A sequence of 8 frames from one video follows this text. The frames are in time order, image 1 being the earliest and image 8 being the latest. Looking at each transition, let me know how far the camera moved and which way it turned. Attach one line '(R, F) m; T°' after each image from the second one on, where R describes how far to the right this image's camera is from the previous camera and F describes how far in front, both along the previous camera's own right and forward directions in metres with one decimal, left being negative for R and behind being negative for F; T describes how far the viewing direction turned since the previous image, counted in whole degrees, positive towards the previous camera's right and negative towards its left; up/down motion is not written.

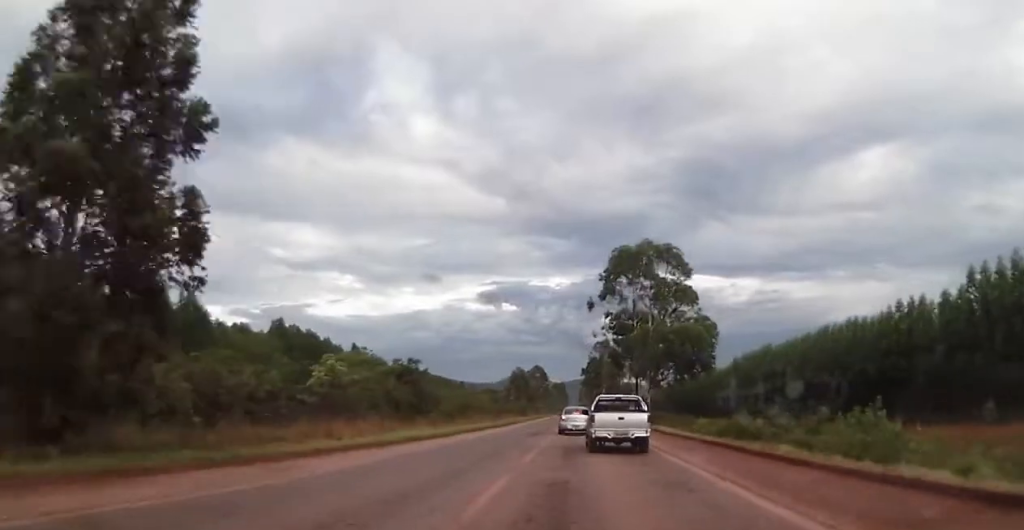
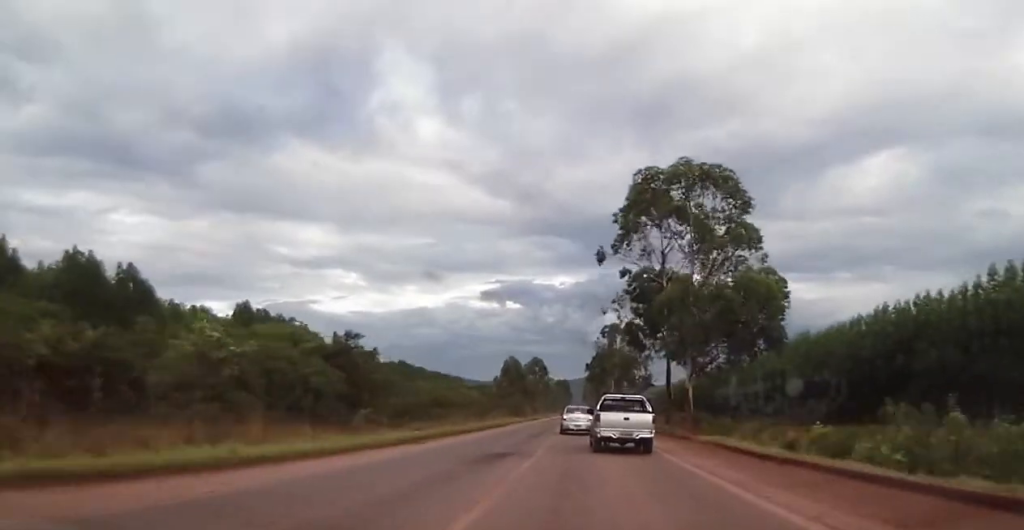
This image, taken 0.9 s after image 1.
(-0.6, +20.0) m; -1°
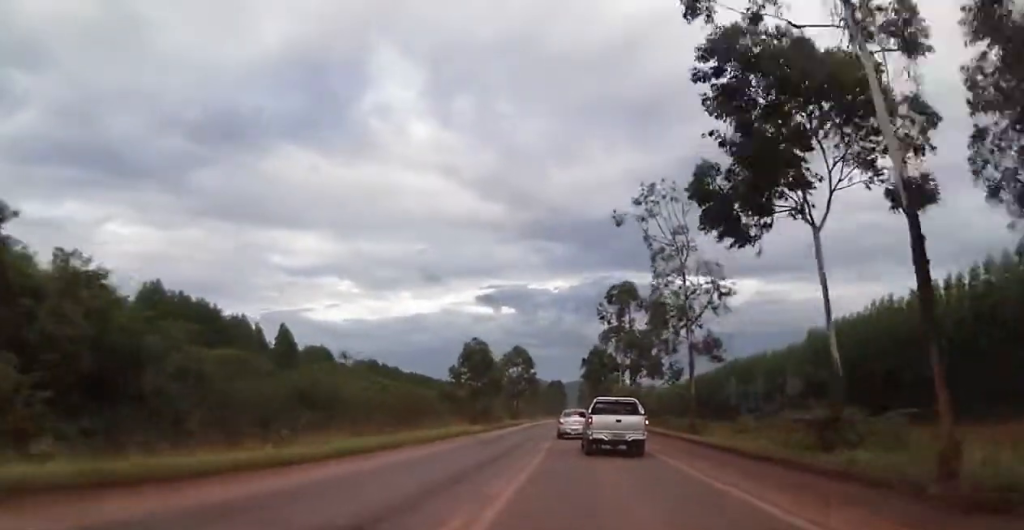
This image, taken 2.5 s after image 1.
(+0.2, +33.3) m; 0°
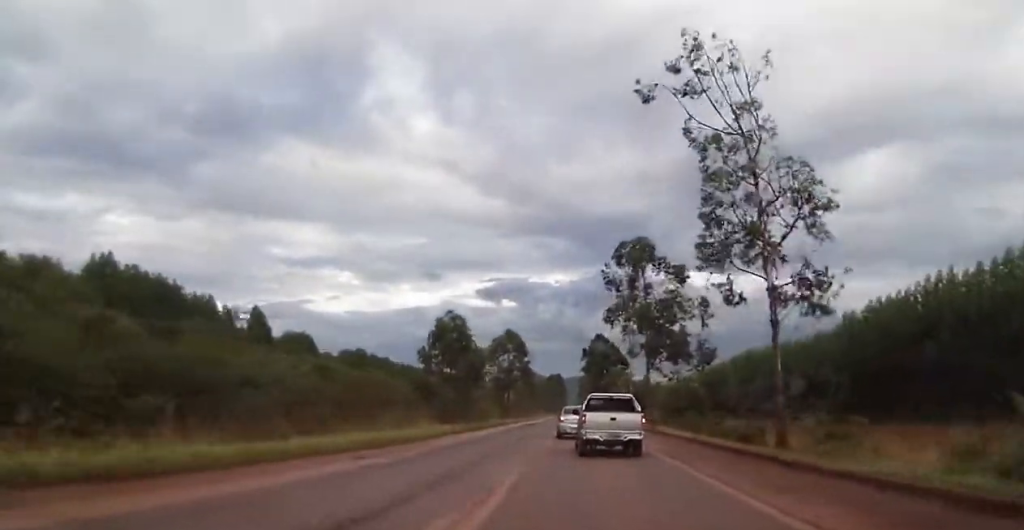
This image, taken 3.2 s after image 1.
(0.0, +14.7) m; 0°
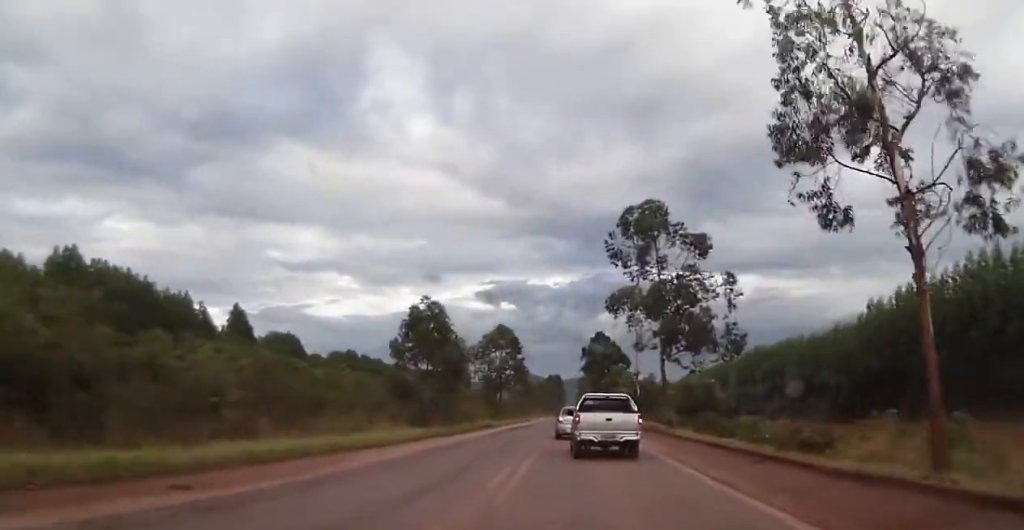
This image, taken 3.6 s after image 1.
(+0.3, +9.0) m; 0°
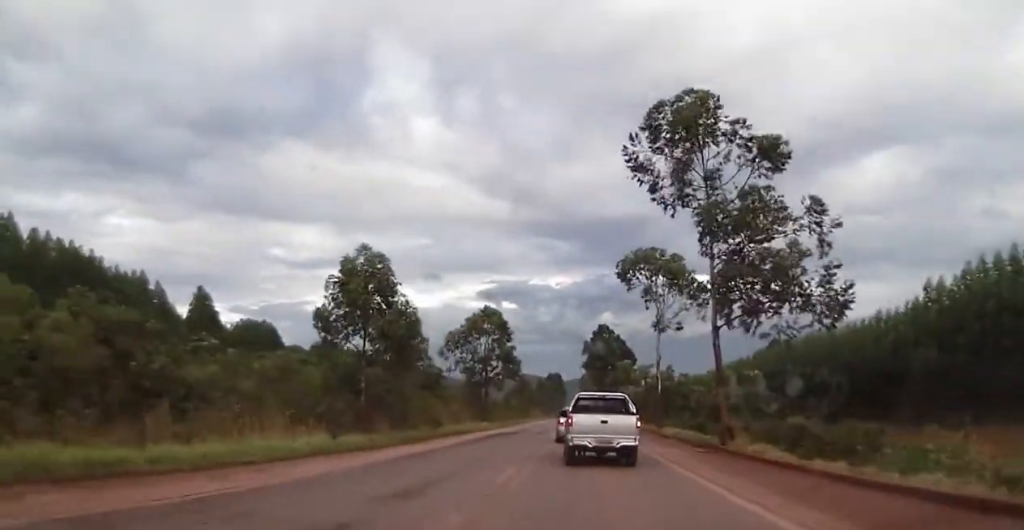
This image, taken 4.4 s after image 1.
(-0.1, +15.7) m; -1°
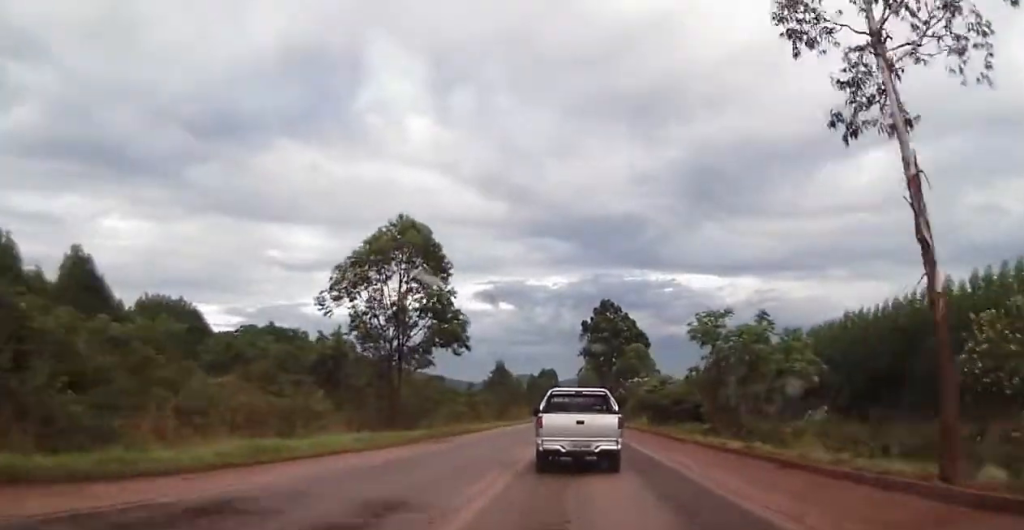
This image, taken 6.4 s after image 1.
(-0.3, +39.0) m; -1°
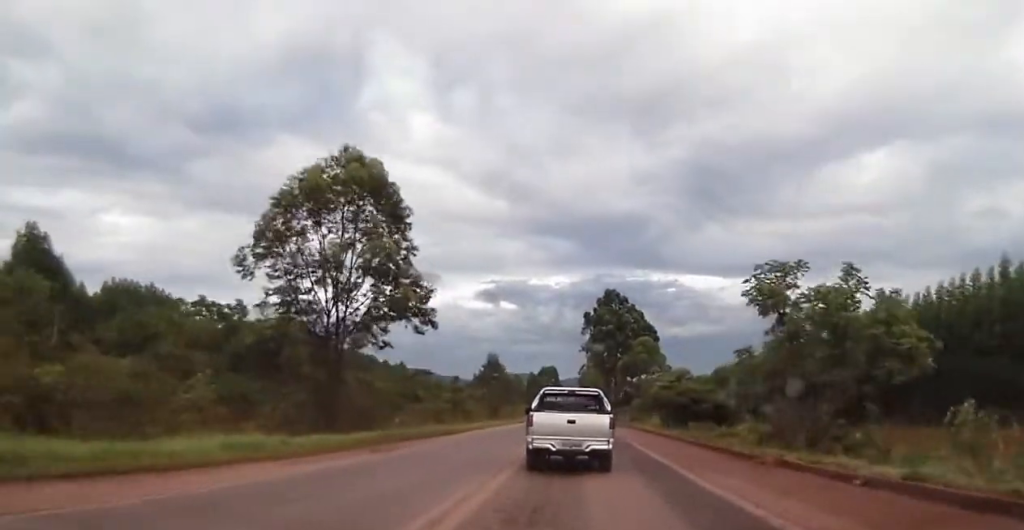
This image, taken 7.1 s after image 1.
(+0.1, +11.6) m; 0°
